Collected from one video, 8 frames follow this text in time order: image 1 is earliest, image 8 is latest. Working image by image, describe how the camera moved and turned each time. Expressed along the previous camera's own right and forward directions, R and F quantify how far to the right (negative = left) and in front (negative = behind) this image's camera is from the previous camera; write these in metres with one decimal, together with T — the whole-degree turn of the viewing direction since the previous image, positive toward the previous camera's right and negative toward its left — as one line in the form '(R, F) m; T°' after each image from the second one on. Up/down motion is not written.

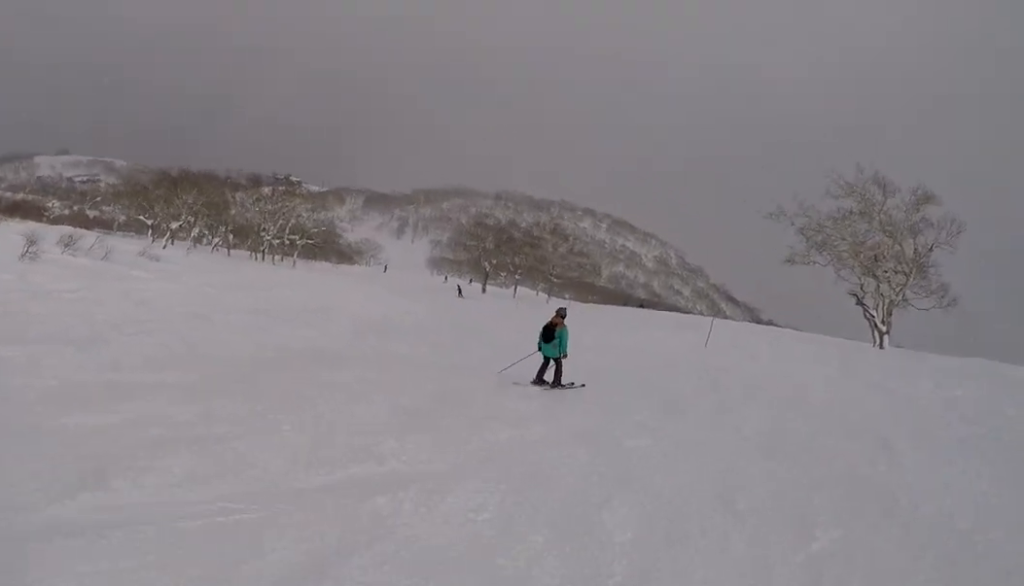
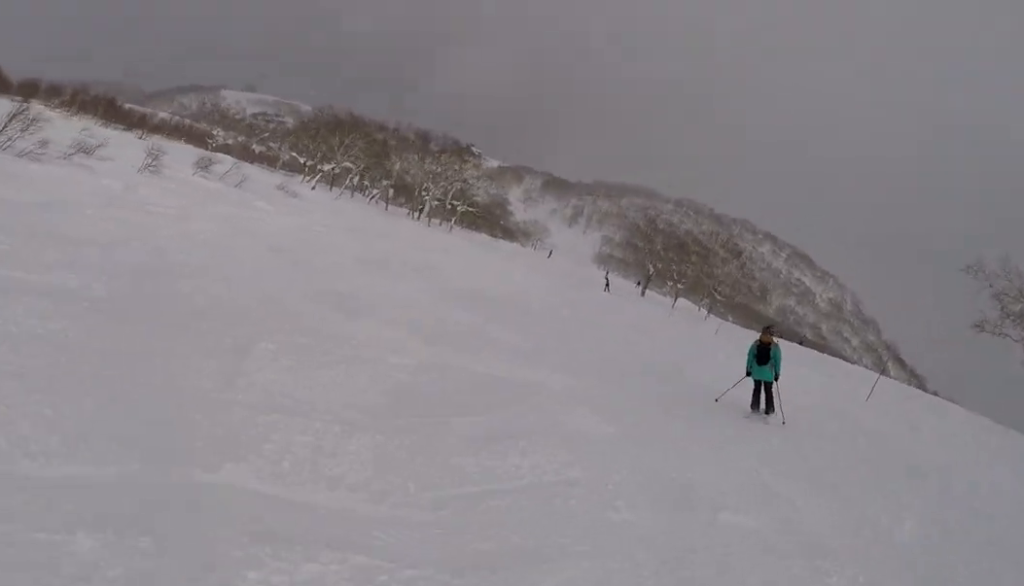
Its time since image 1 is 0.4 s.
(+0.5, +2.7) m; -1°
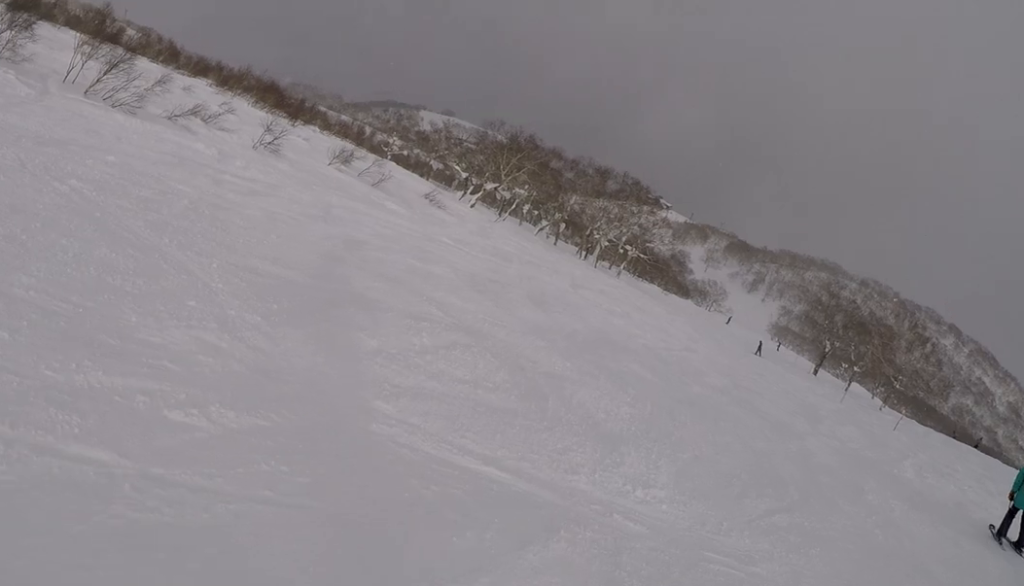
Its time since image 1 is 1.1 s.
(-0.5, +4.5) m; -13°
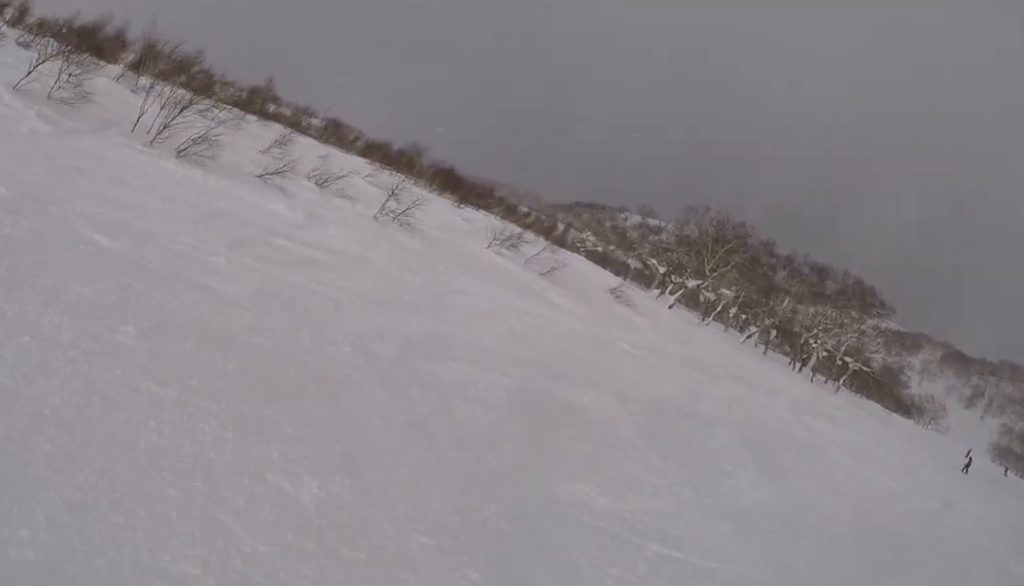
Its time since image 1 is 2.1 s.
(-1.5, +6.8) m; -29°
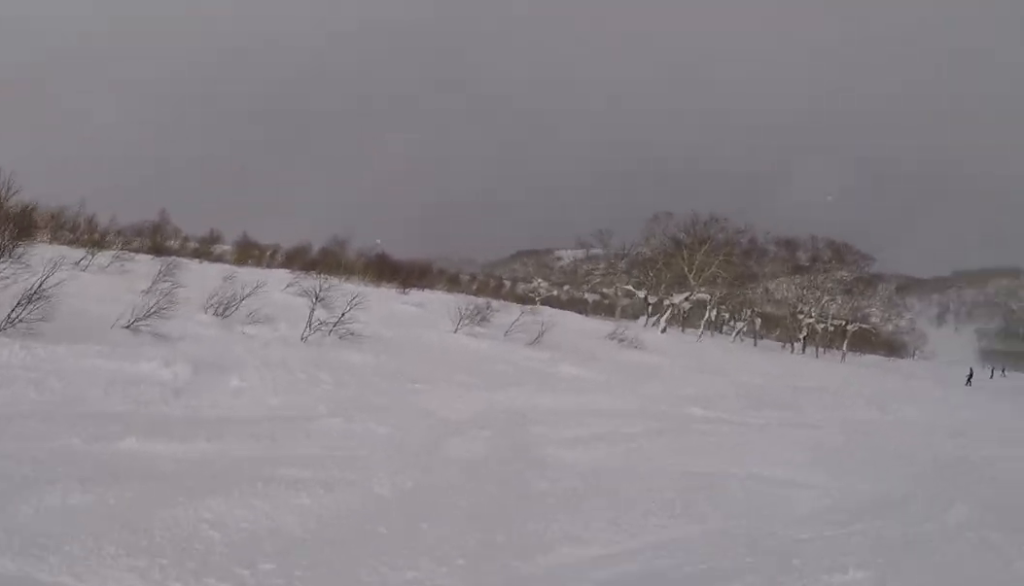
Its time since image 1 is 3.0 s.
(-1.4, +5.7) m; -15°
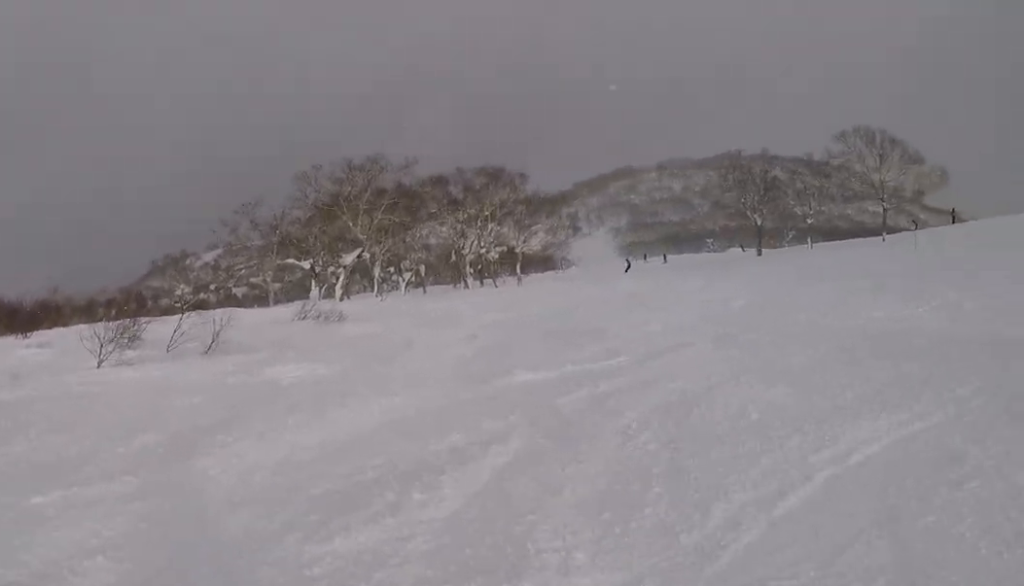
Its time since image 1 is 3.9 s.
(-0.8, +5.6) m; +9°
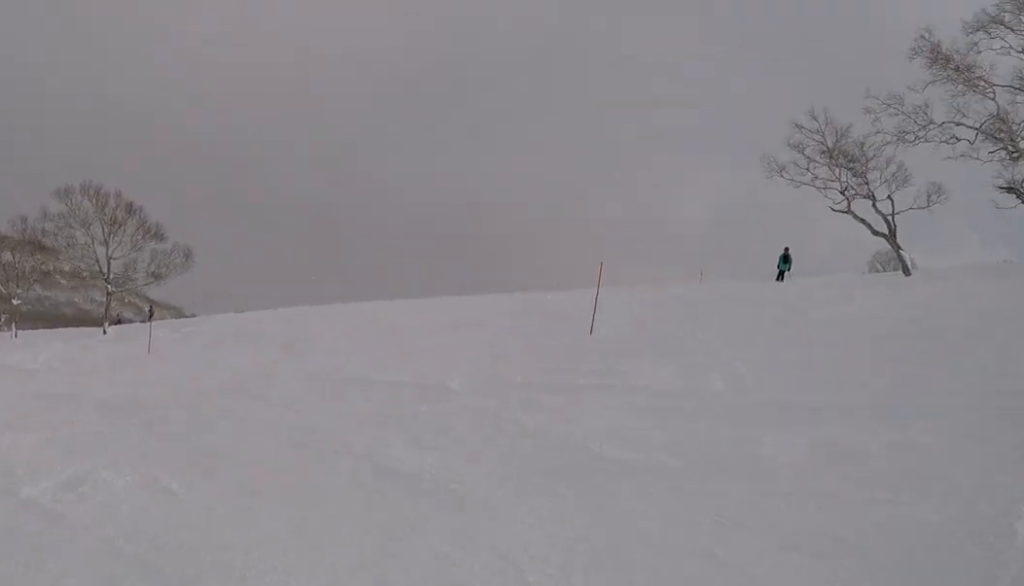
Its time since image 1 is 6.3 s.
(+10.7, +10.5) m; +77°
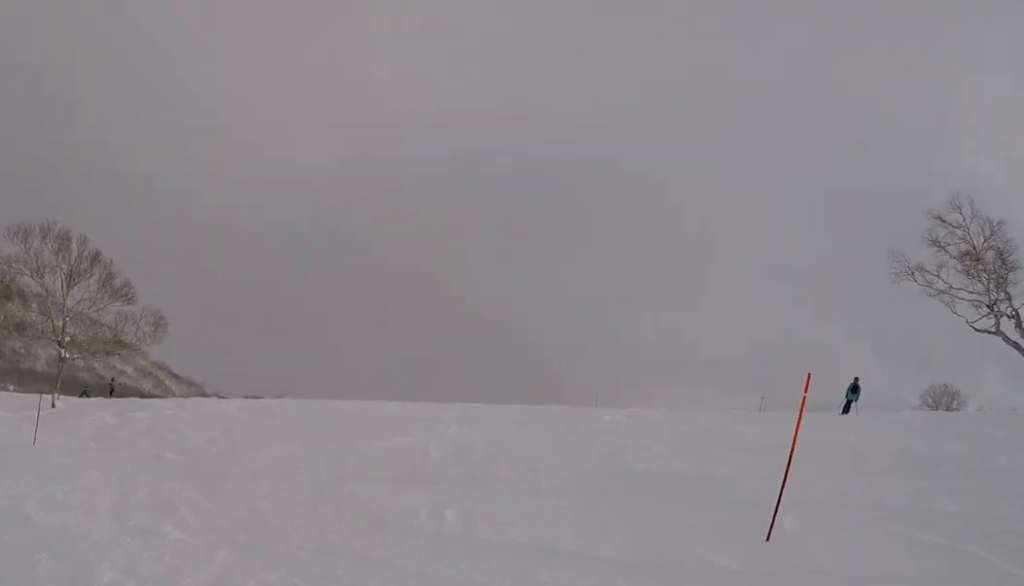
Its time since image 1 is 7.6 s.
(-0.1, +8.0) m; +4°
